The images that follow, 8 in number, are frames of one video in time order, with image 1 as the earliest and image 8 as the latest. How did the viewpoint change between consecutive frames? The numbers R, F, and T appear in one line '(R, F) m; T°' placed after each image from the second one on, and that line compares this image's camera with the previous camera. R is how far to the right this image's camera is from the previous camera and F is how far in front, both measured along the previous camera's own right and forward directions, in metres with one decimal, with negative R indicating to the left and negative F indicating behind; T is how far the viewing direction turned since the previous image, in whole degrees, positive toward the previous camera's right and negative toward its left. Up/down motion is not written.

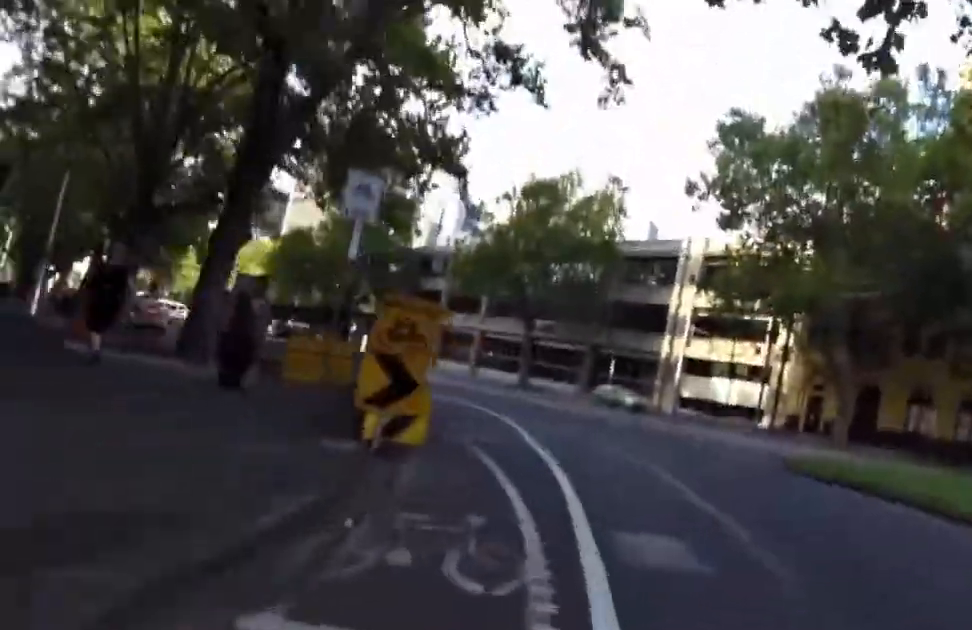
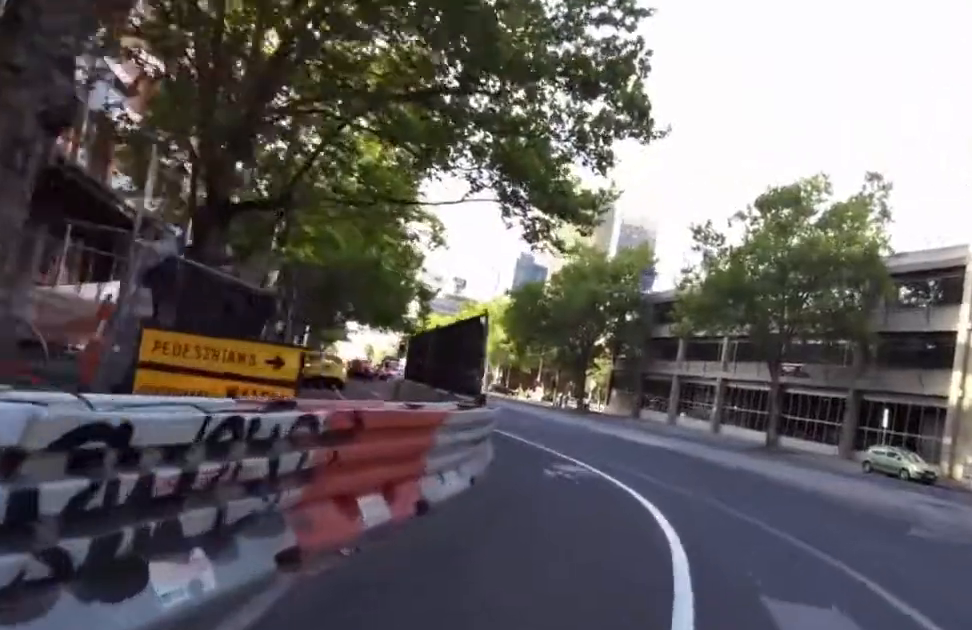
(-0.5, +10.9) m; -11°
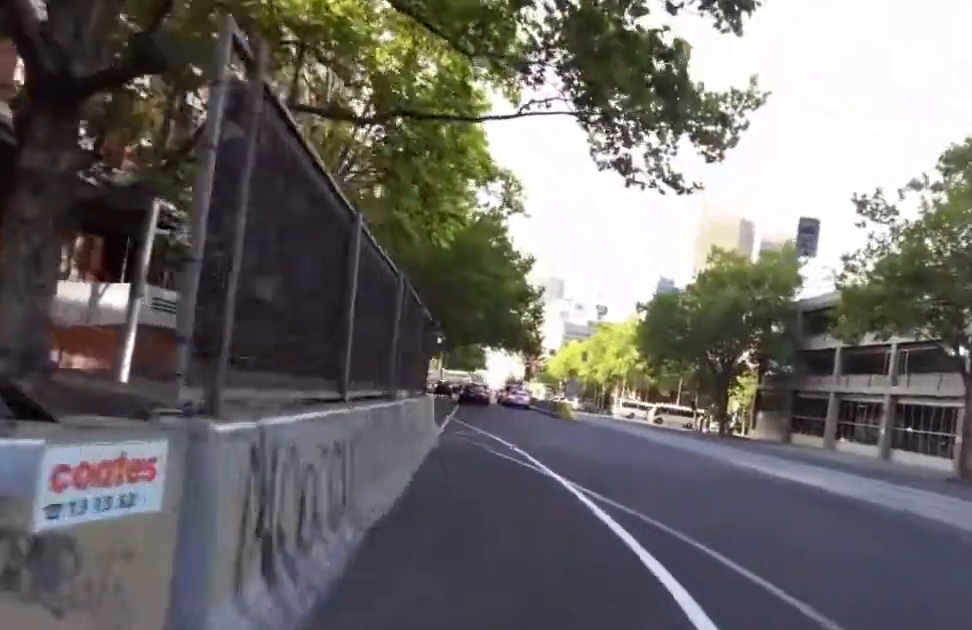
(-1.4, +9.0) m; -14°
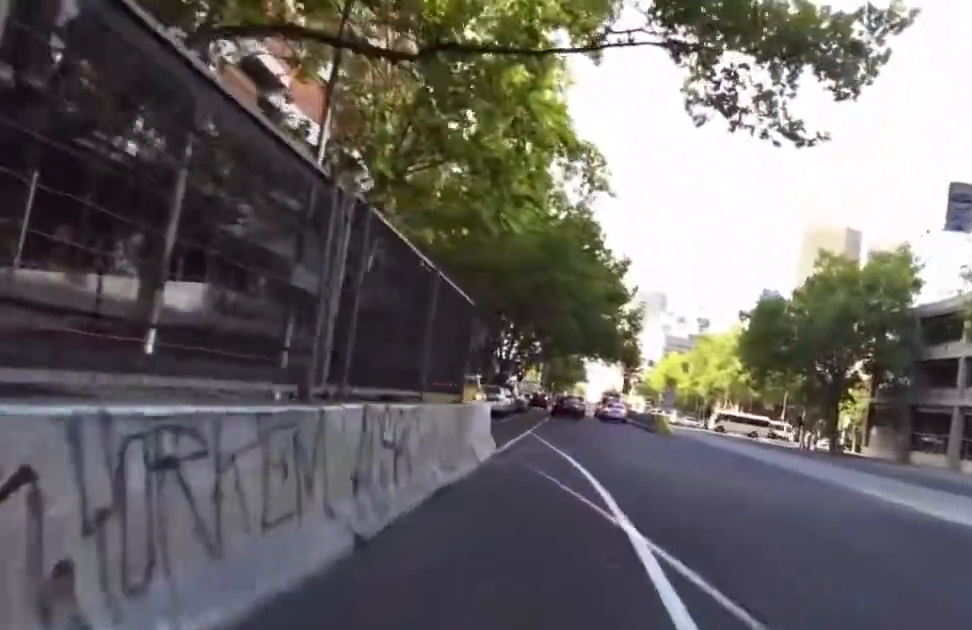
(-0.2, +3.6) m; -4°
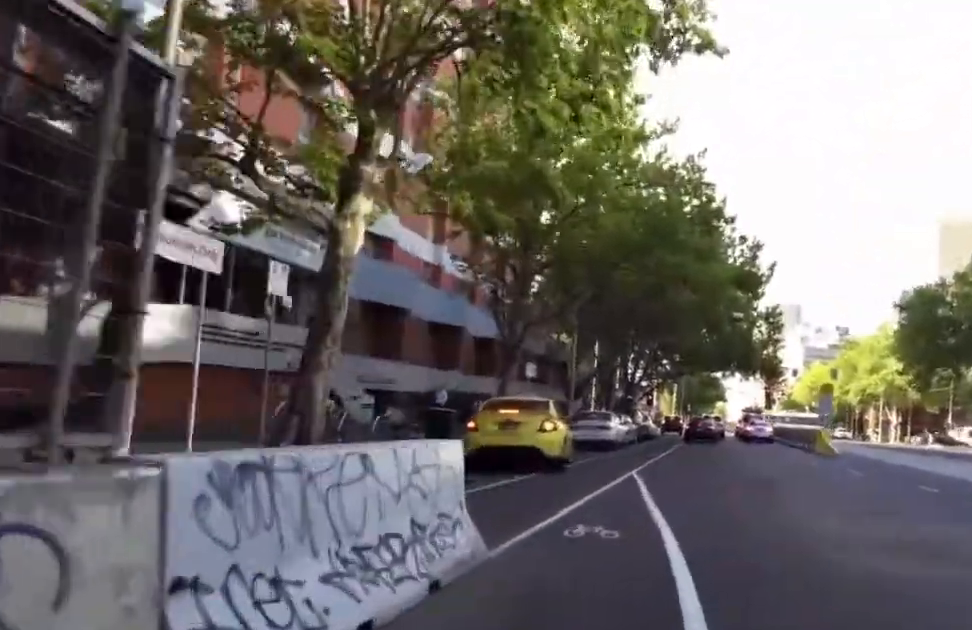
(-0.7, +7.8) m; -9°
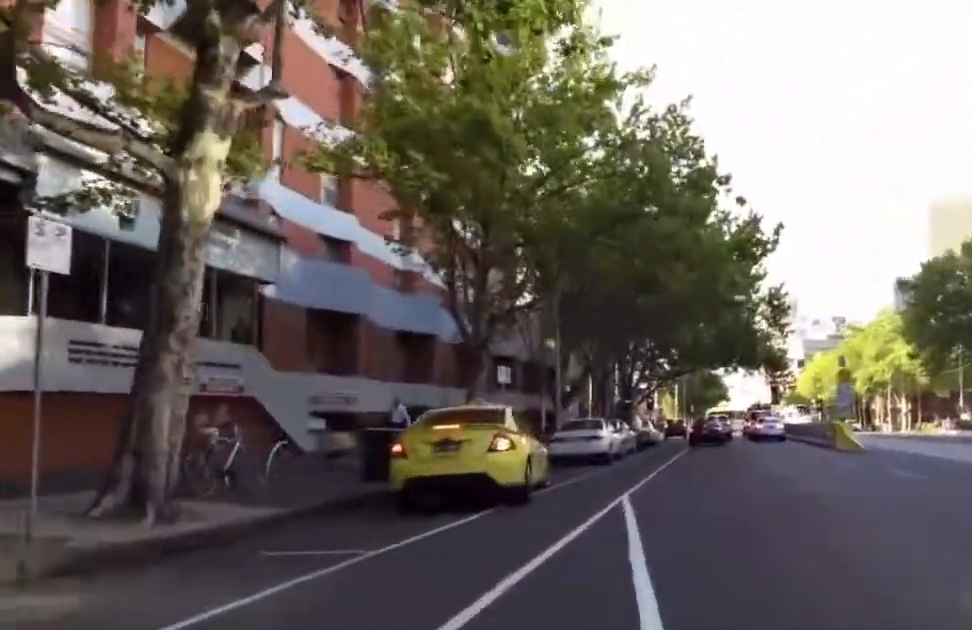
(-0.2, +3.6) m; -3°
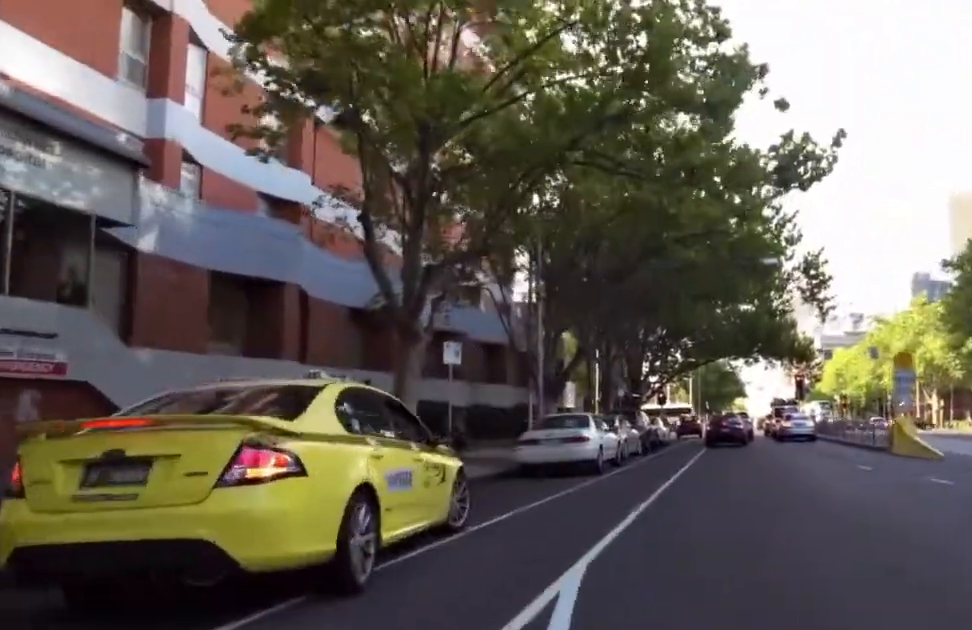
(-0.1, +6.0) m; -1°
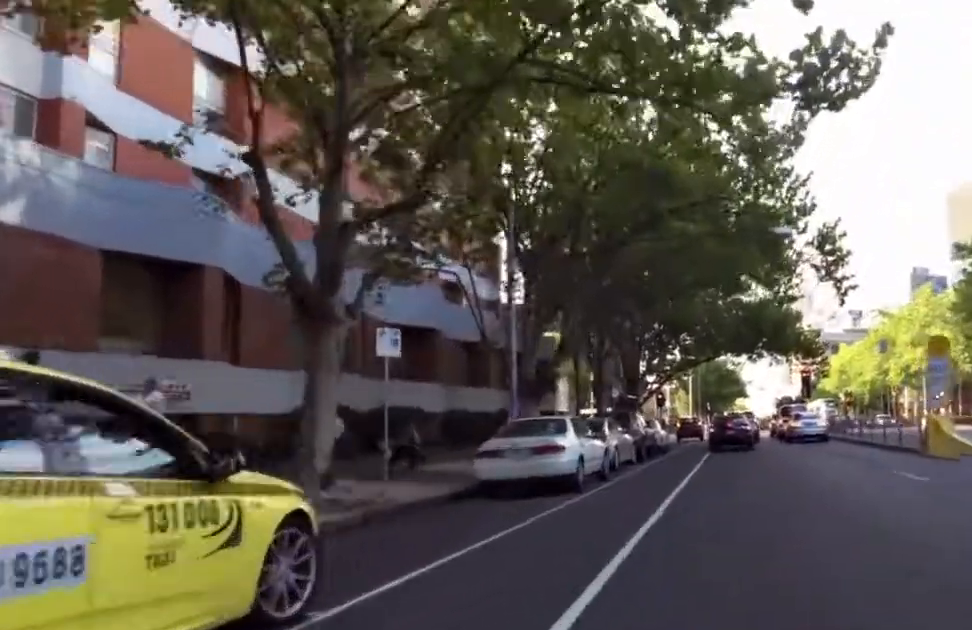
(0.0, +3.4) m; 0°
